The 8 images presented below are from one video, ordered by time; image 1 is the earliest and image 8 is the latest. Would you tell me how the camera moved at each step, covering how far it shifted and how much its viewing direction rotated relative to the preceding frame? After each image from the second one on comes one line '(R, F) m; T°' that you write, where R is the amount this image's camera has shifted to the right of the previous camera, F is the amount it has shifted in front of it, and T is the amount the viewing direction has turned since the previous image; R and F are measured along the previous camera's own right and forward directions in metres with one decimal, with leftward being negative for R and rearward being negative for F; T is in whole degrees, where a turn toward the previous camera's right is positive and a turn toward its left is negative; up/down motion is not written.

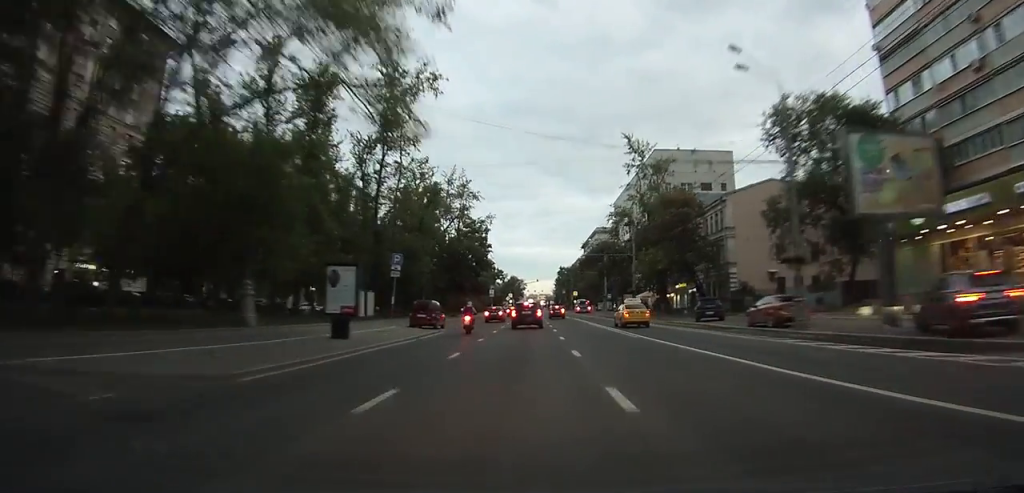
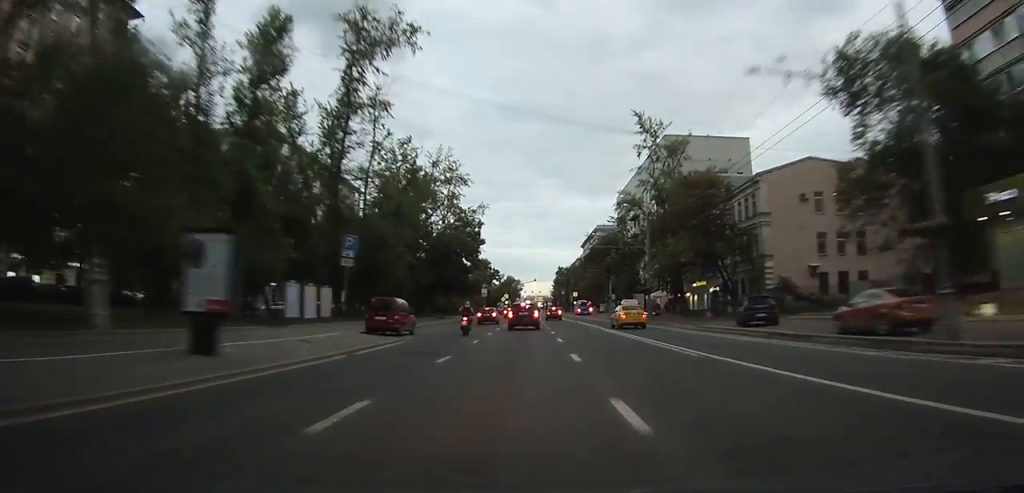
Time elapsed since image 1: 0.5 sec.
(+0.1, +9.4) m; 0°
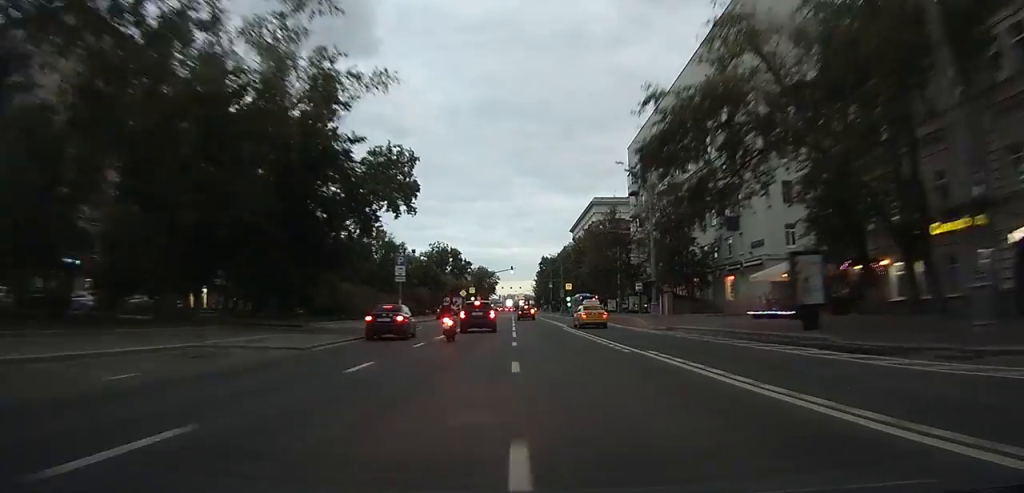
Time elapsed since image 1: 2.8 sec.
(+0.3, +43.2) m; +1°
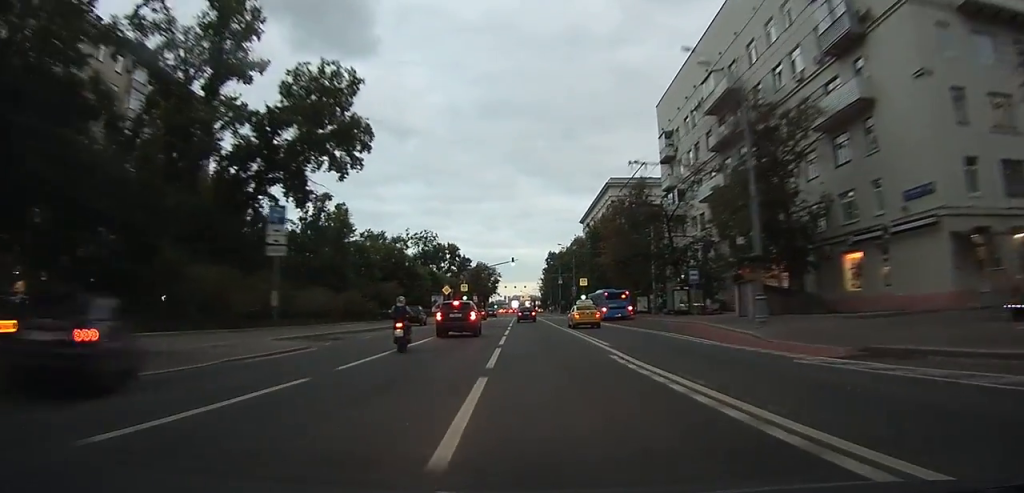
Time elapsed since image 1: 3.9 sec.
(+0.1, +20.9) m; 0°
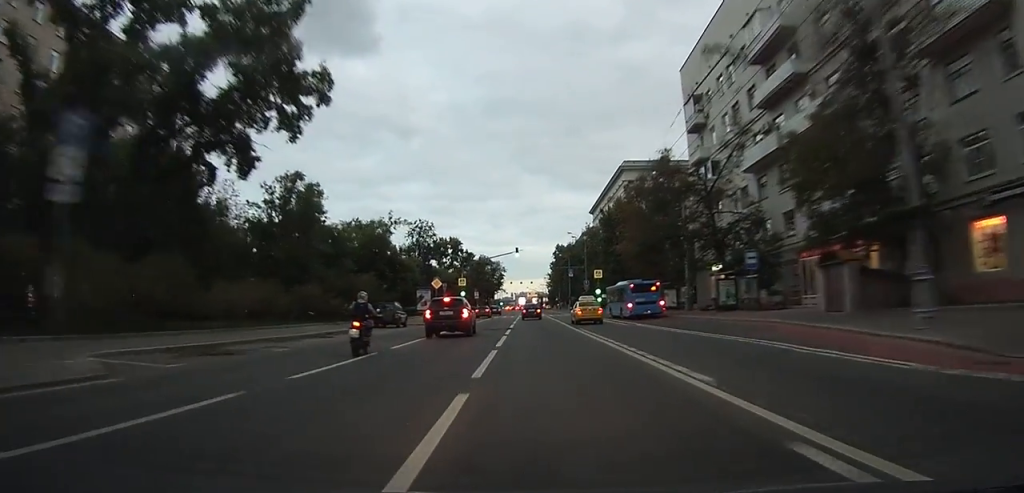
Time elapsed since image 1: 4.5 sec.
(-0.1, +10.8) m; 0°
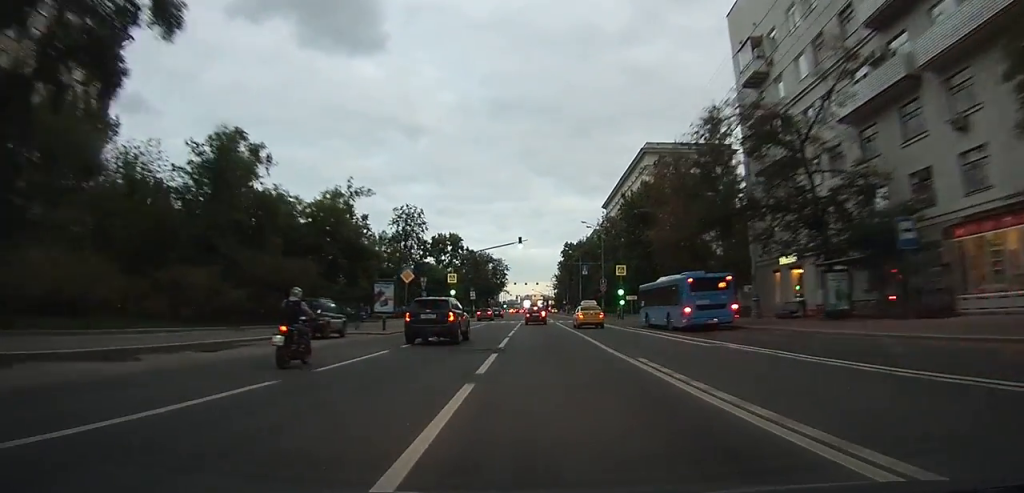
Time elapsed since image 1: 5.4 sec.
(-0.1, +14.8) m; 0°
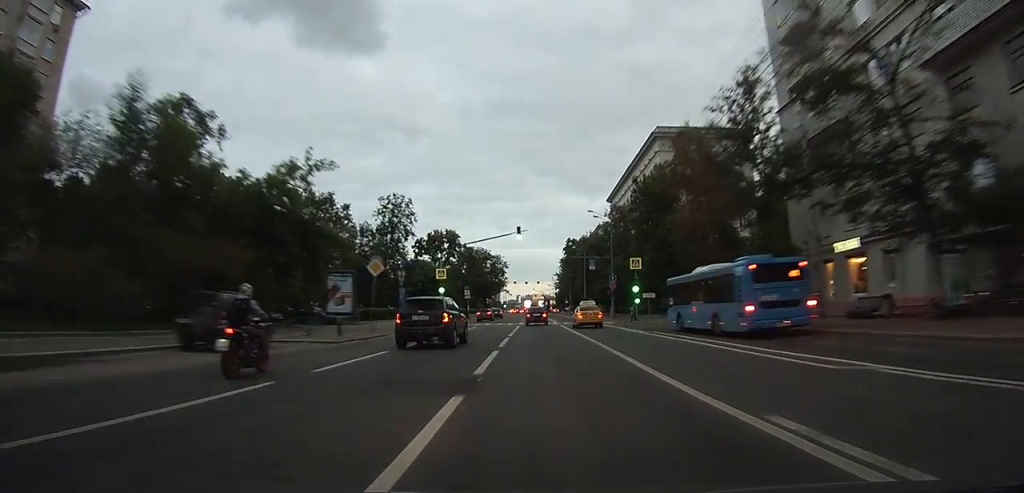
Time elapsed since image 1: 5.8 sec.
(0.0, +8.2) m; 0°
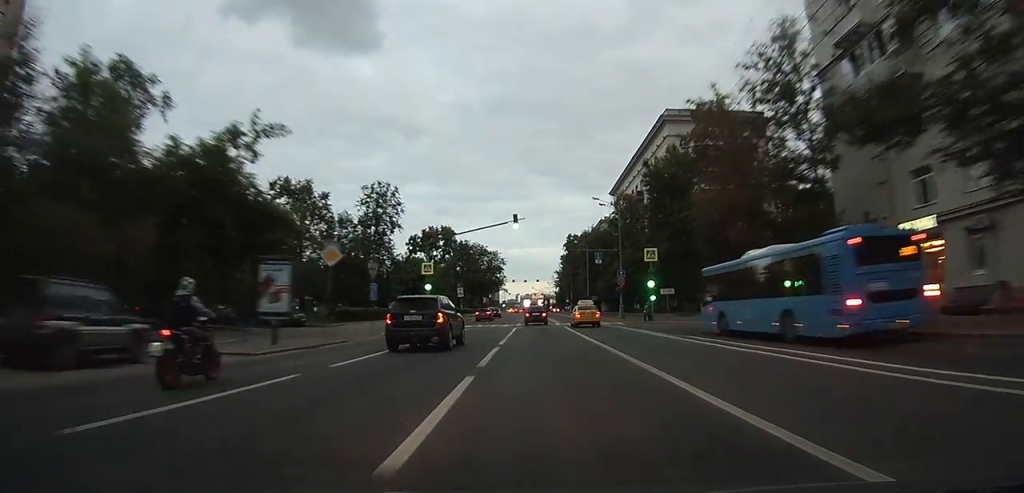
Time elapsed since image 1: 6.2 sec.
(0.0, +6.9) m; 0°
